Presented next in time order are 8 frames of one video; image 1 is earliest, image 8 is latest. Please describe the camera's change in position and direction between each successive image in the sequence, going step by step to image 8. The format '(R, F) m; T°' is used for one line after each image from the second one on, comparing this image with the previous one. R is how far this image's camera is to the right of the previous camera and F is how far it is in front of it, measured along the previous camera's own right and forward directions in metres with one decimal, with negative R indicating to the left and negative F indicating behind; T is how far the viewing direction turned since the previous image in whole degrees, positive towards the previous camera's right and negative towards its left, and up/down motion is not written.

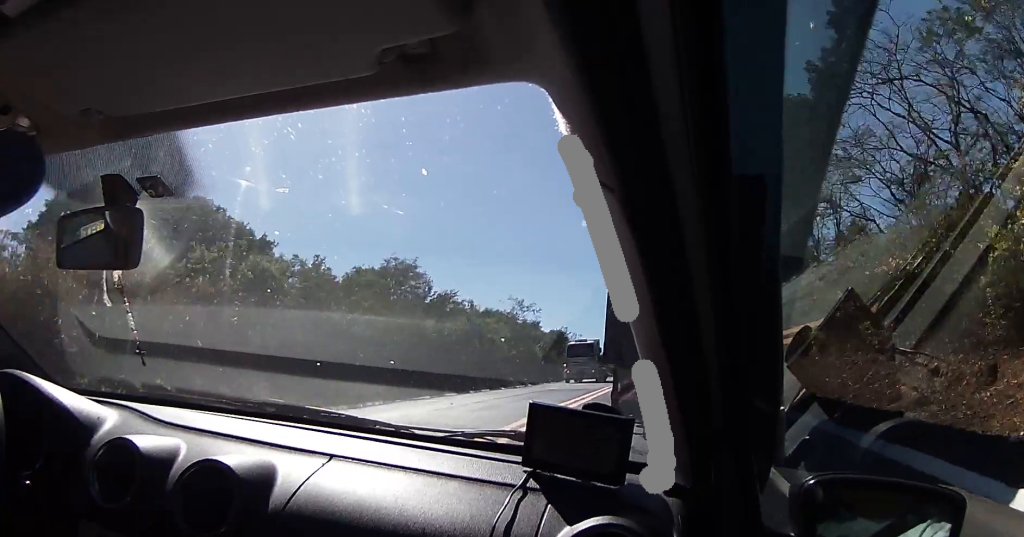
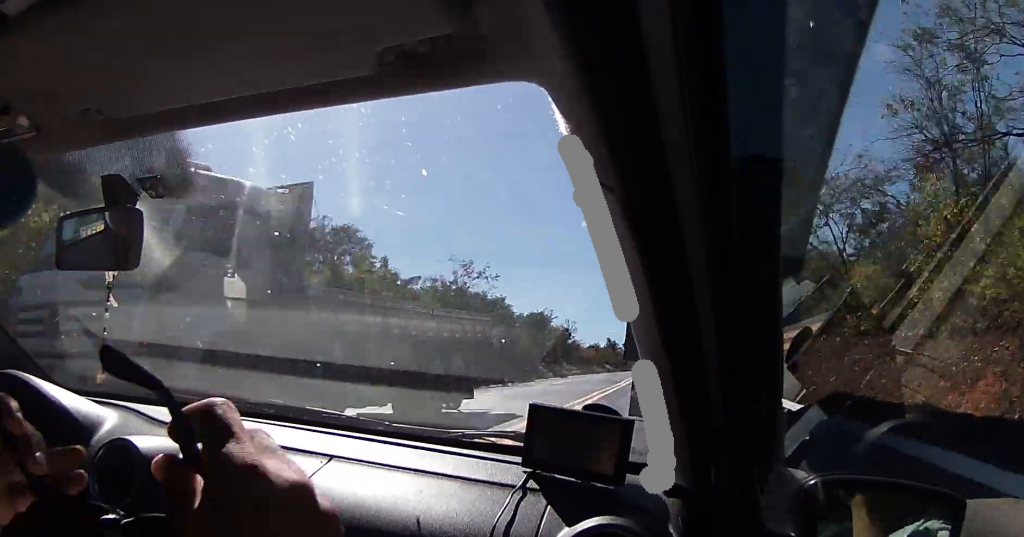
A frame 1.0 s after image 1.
(+0.4, +18.5) m; -1°
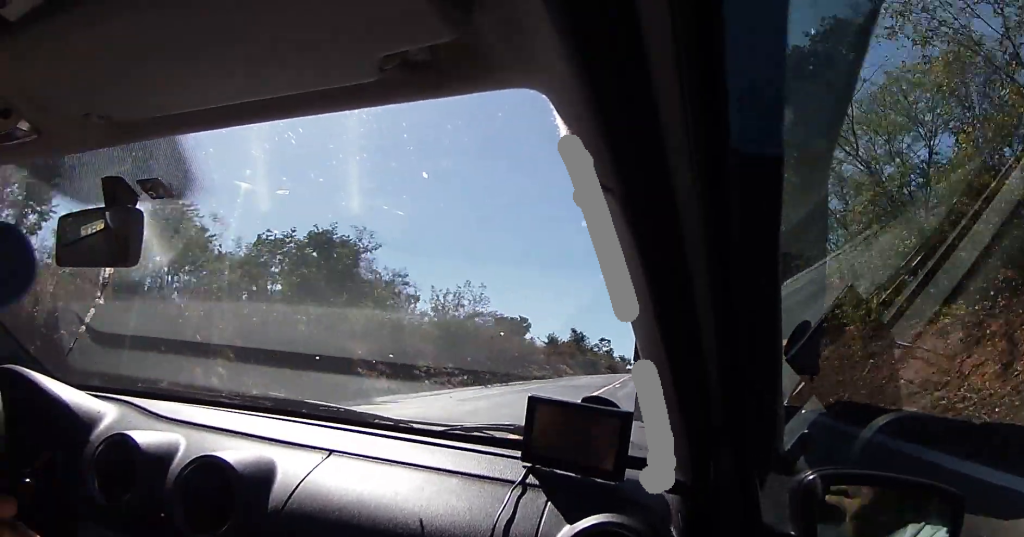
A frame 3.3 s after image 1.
(-0.5, +39.1) m; 0°
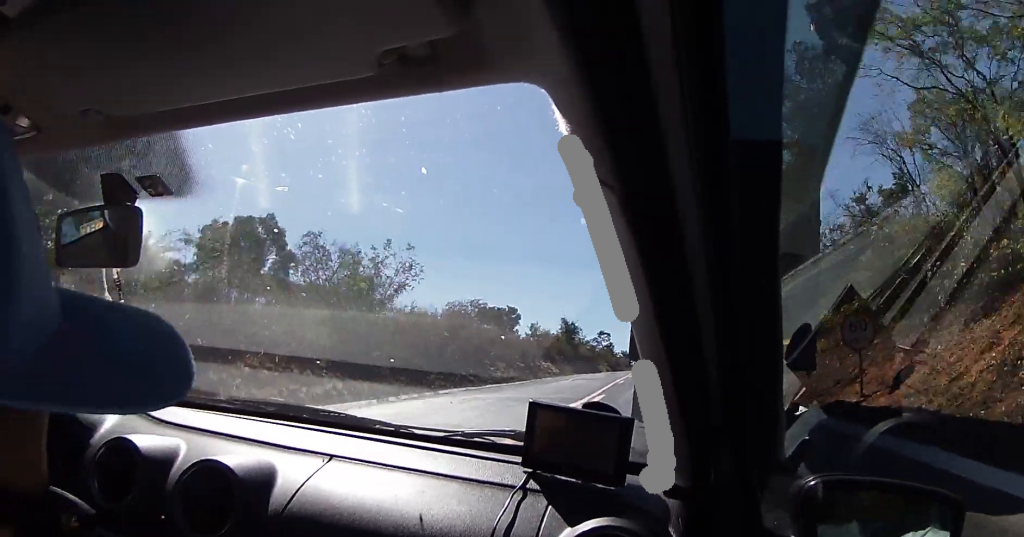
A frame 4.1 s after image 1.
(-0.2, +13.3) m; +1°
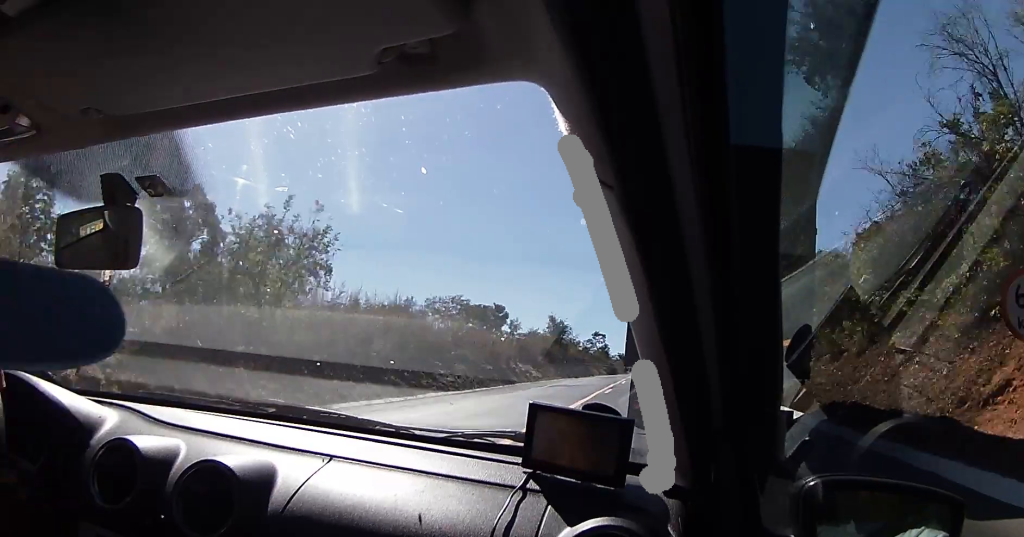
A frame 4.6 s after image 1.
(+0.4, +8.7) m; +1°
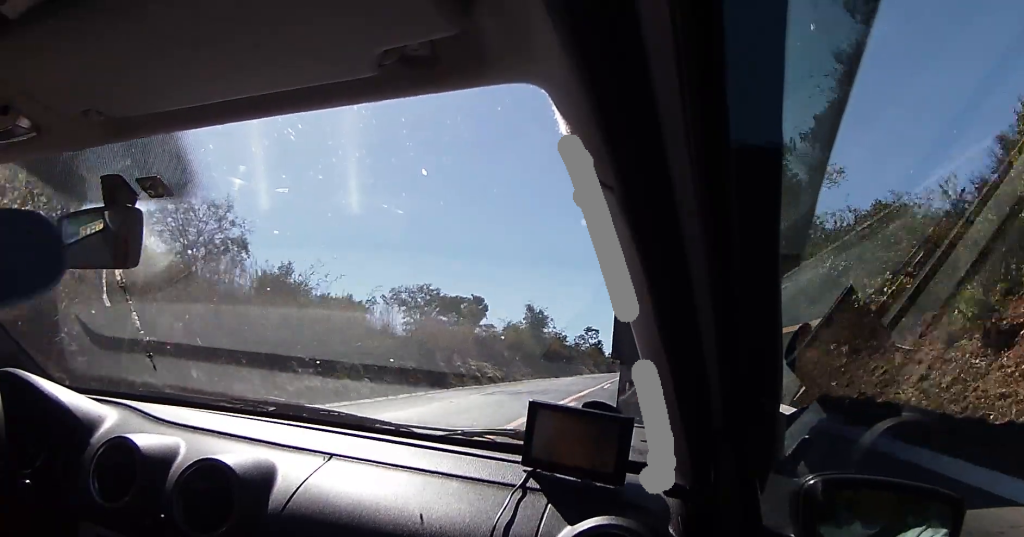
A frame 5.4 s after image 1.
(0.0, +12.5) m; 0°
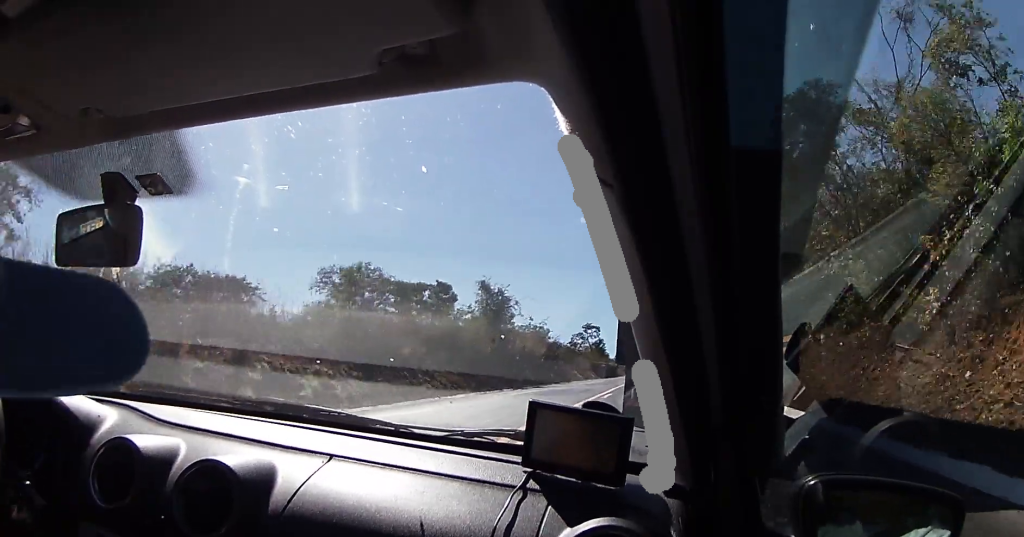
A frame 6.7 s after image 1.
(-0.4, +21.1) m; -3°
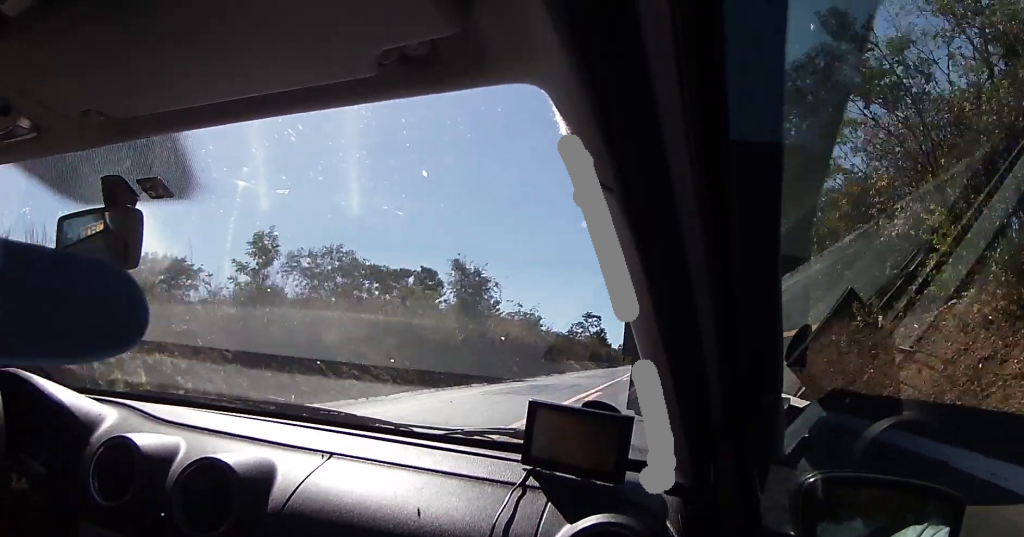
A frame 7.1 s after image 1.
(-0.1, +7.0) m; 0°
